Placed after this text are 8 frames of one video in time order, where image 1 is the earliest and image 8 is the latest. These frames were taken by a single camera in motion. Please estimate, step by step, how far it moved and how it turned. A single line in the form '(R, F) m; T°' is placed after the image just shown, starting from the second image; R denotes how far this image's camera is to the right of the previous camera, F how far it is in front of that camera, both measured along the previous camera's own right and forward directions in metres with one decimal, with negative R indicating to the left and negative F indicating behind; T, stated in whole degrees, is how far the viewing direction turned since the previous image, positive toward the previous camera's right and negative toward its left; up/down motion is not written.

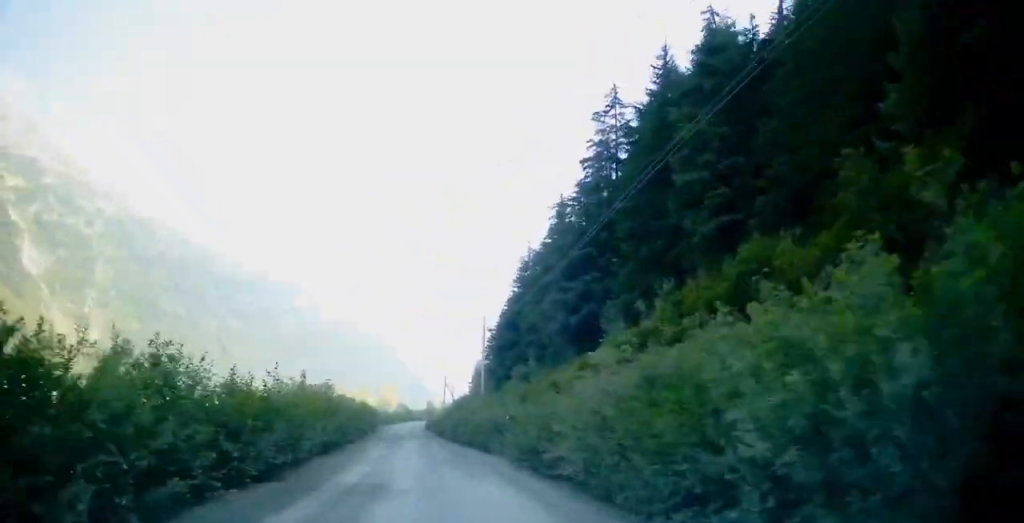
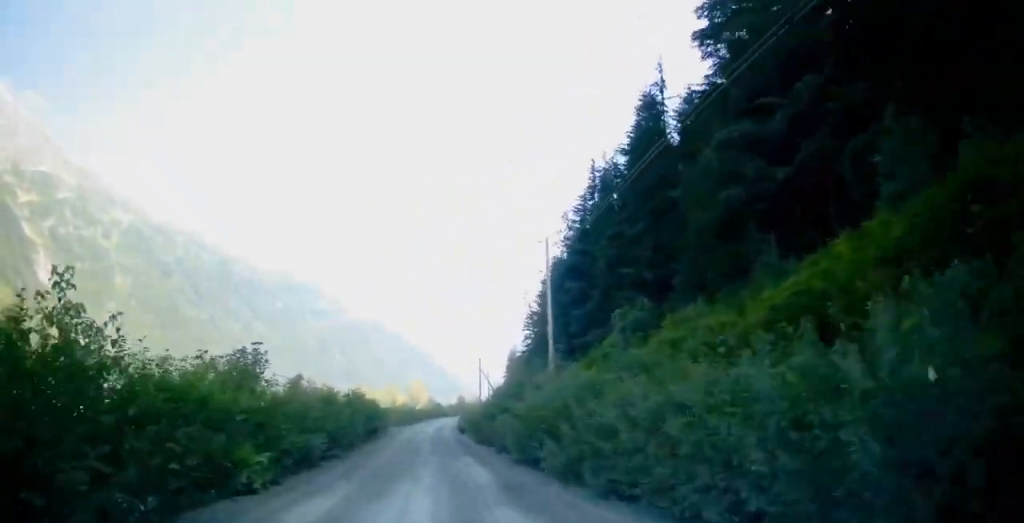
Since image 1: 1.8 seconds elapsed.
(+0.2, +27.9) m; -3°
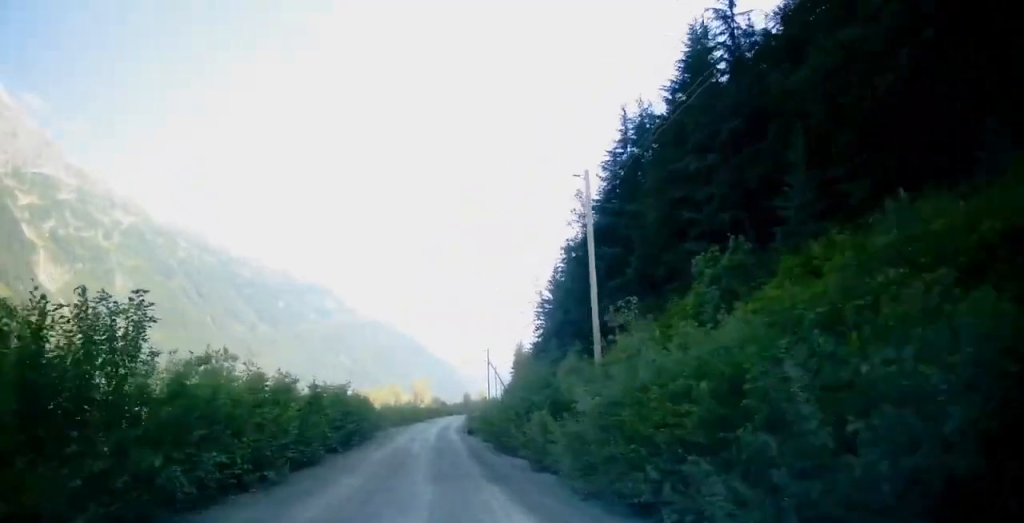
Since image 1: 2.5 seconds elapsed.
(-0.4, +11.4) m; -3°
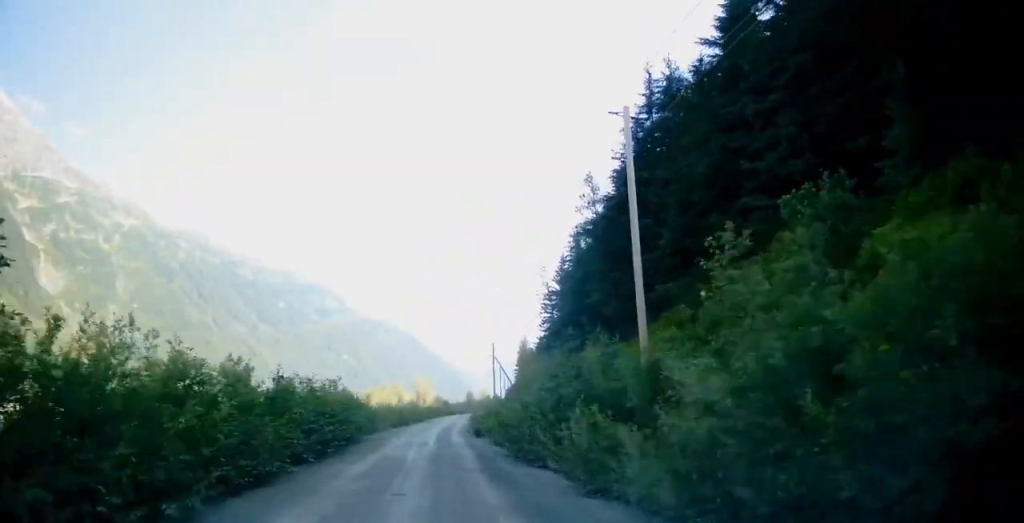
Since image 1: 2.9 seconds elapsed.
(-0.1, +6.6) m; -1°
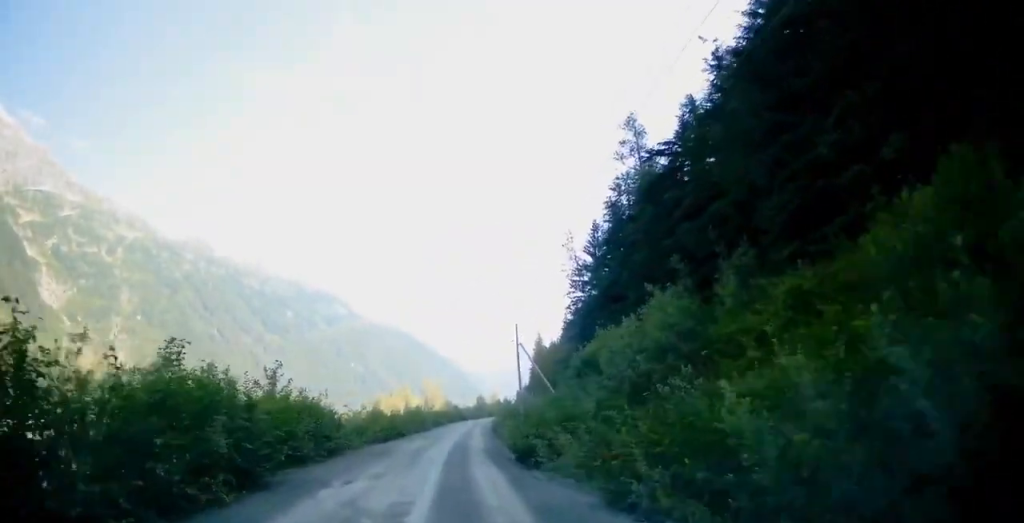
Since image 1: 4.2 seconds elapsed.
(-0.3, +22.6) m; 0°
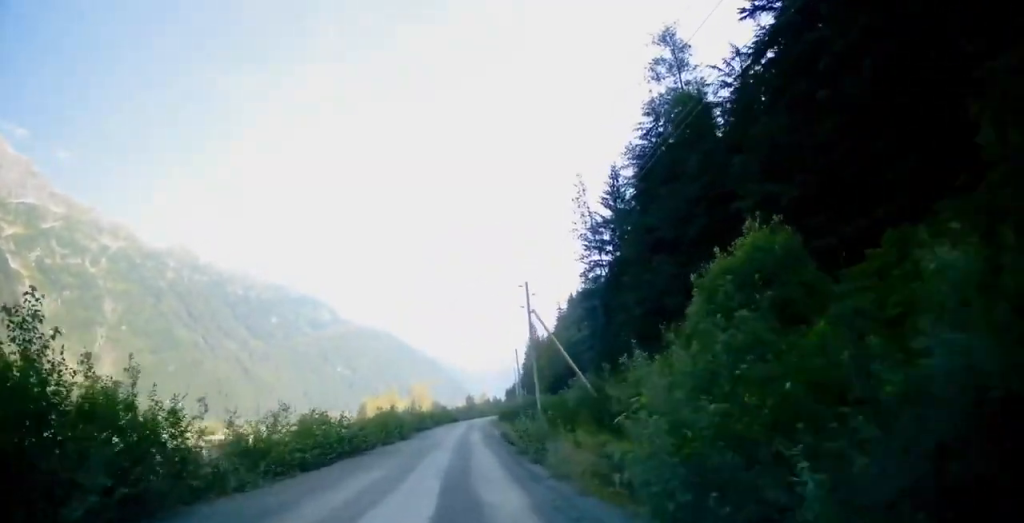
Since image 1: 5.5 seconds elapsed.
(+0.1, +20.7) m; +2°
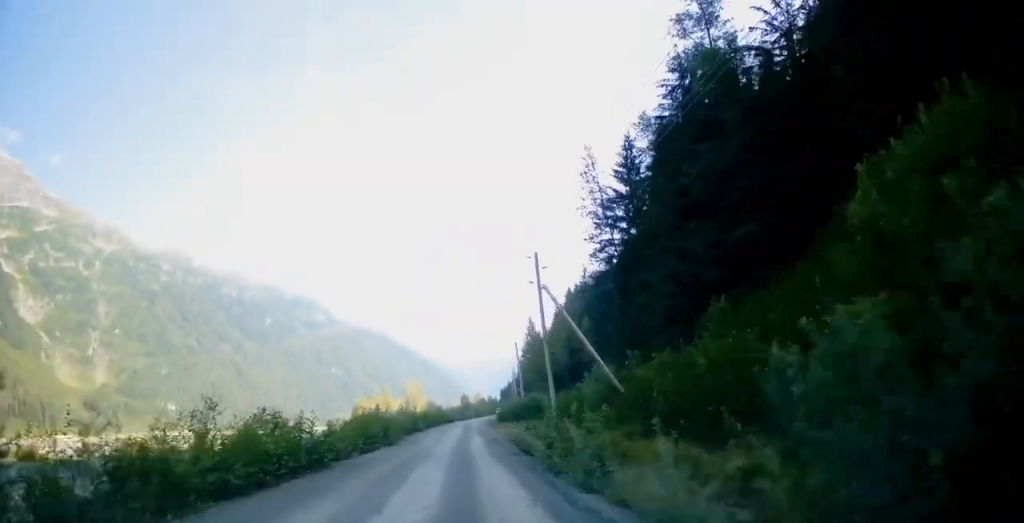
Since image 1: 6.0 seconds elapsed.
(+0.1, +8.5) m; 0°
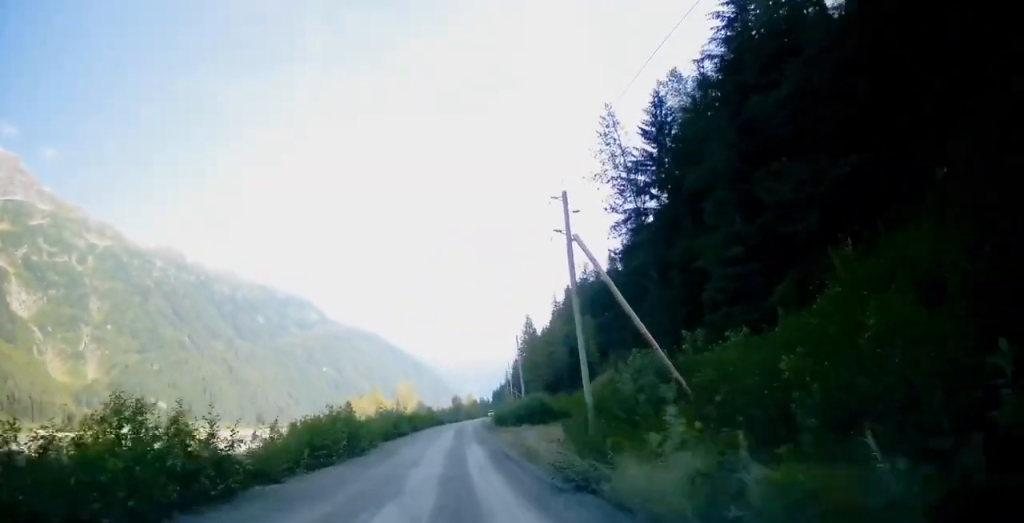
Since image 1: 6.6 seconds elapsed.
(+0.1, +11.4) m; 0°
